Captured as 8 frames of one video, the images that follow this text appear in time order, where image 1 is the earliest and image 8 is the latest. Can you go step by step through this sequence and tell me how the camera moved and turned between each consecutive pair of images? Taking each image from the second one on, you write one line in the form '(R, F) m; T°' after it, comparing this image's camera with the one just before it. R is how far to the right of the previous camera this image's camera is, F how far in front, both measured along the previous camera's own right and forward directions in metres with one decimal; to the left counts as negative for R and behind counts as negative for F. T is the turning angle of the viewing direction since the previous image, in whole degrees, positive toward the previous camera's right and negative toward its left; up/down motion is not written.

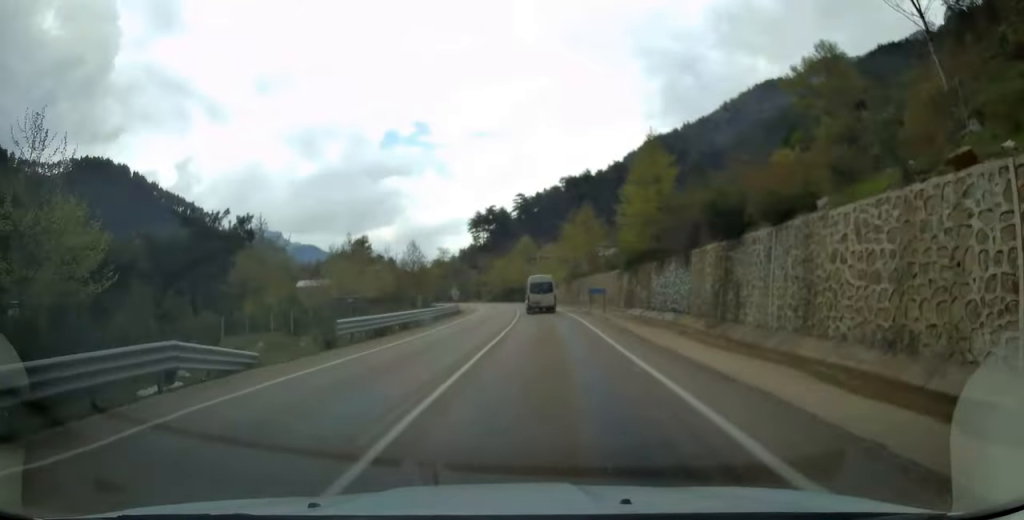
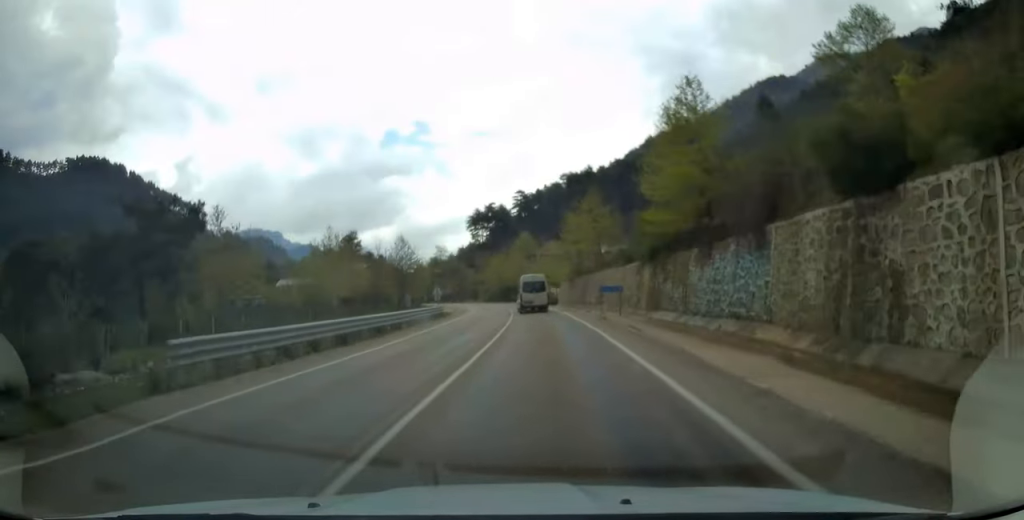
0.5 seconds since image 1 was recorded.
(0.0, +9.8) m; 0°
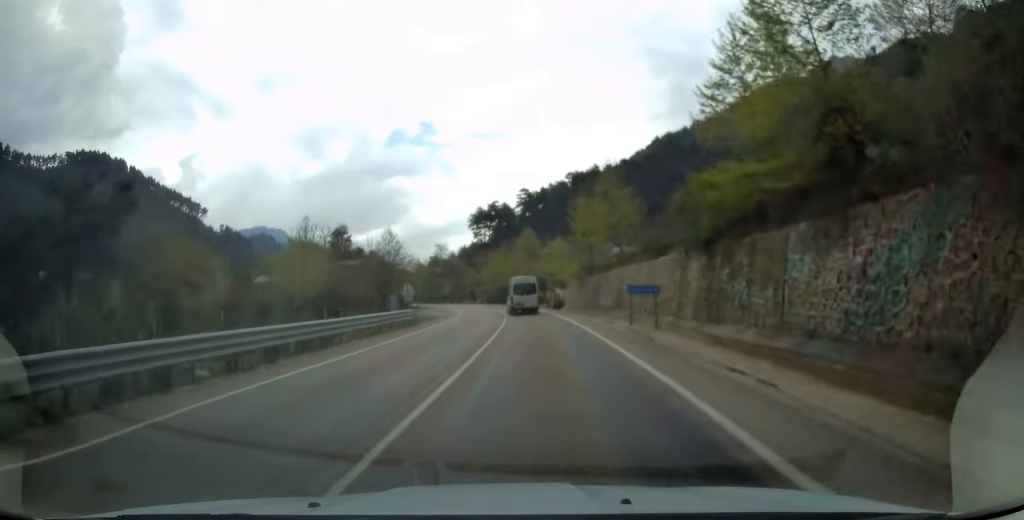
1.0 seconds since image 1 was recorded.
(0.0, +10.4) m; 0°
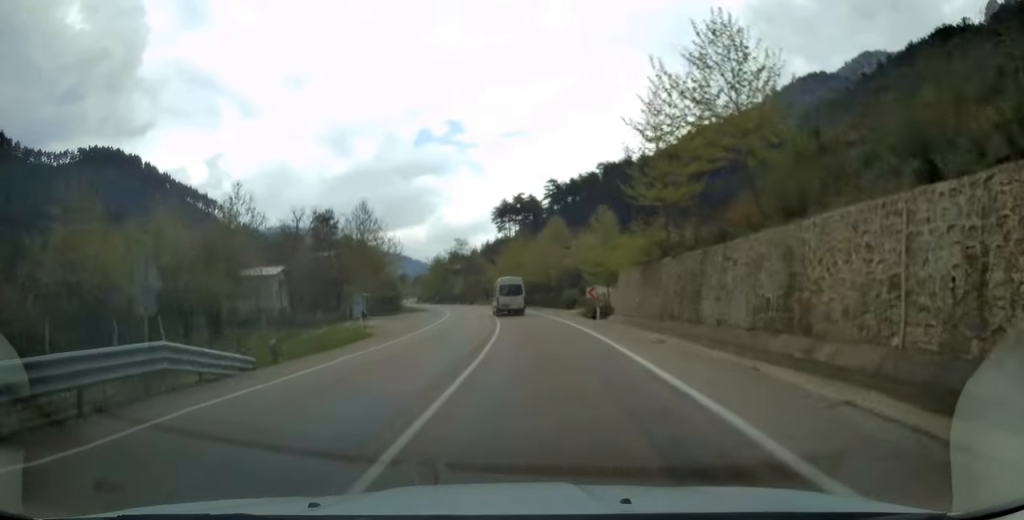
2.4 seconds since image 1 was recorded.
(-0.4, +26.4) m; -3°
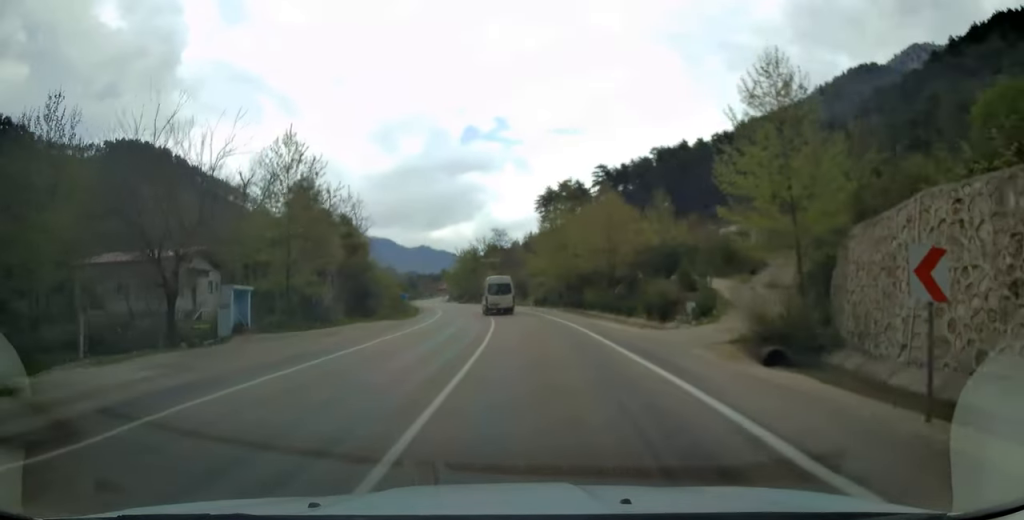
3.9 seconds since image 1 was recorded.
(-1.3, +30.7) m; -6°
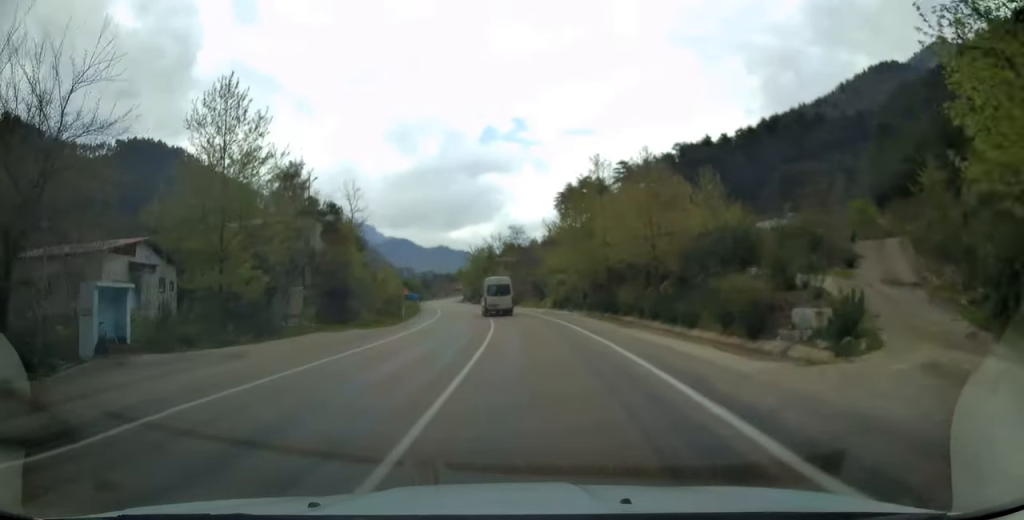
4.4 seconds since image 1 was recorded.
(-0.3, +10.7) m; -2°
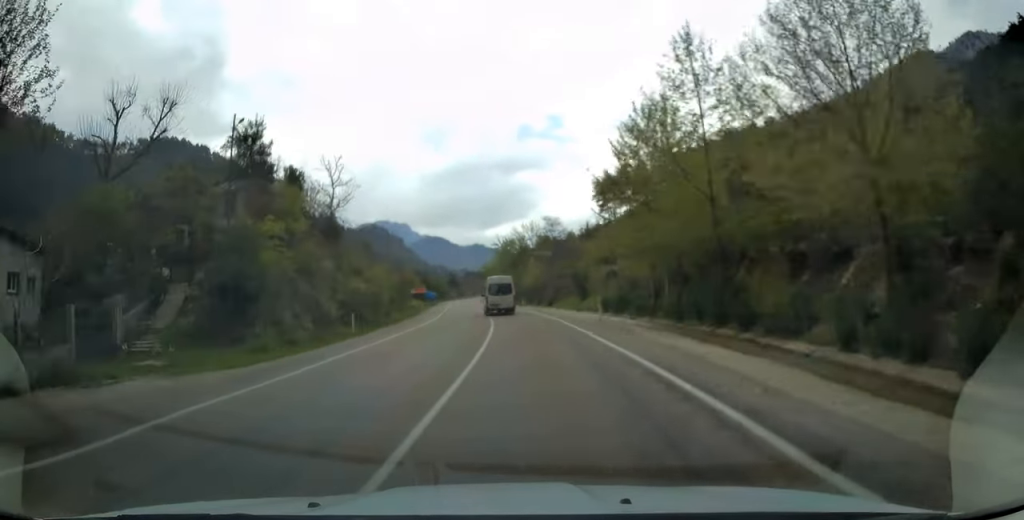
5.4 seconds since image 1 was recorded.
(-0.5, +19.6) m; -3°
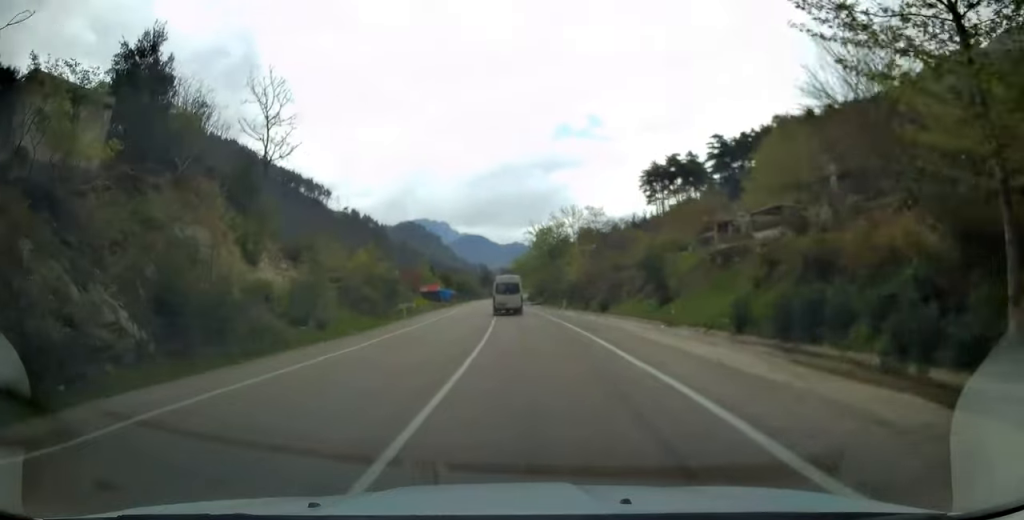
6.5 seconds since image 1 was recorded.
(-0.6, +23.0) m; -3°
